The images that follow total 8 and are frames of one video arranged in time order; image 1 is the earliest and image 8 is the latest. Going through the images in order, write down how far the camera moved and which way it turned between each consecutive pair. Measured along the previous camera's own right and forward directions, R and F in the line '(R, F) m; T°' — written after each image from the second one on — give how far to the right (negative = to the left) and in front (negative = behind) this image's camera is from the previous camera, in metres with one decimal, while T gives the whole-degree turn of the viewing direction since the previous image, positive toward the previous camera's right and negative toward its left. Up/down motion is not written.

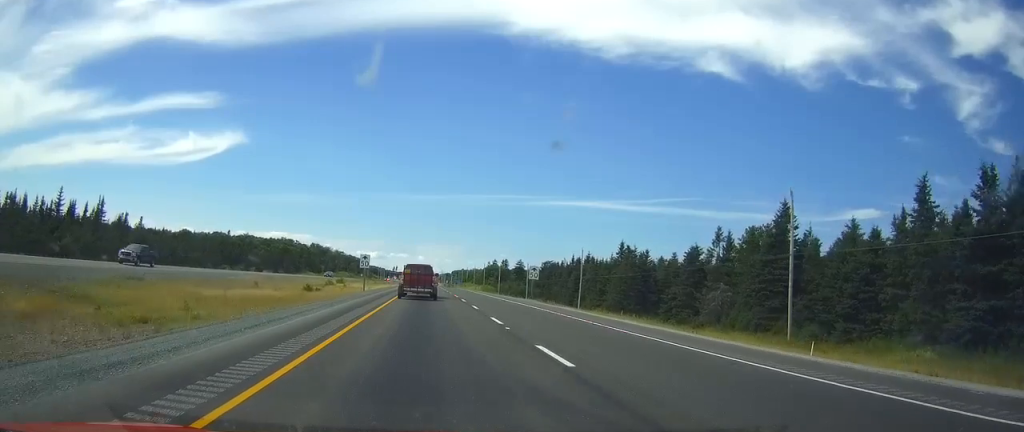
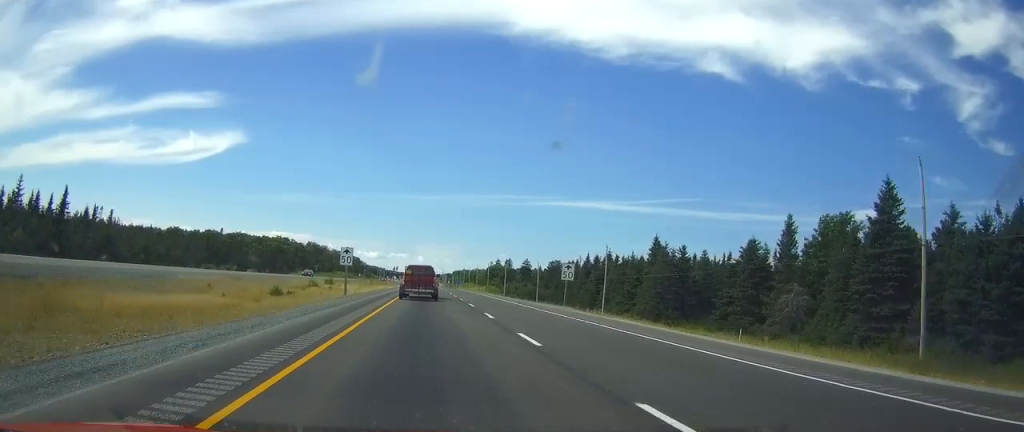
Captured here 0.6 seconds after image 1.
(-0.1, +14.8) m; 0°
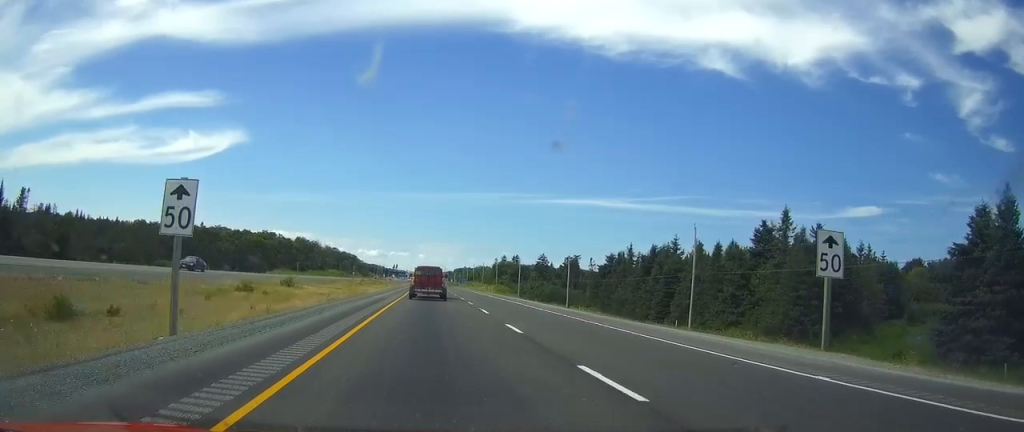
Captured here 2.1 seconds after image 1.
(+0.3, +32.9) m; +1°
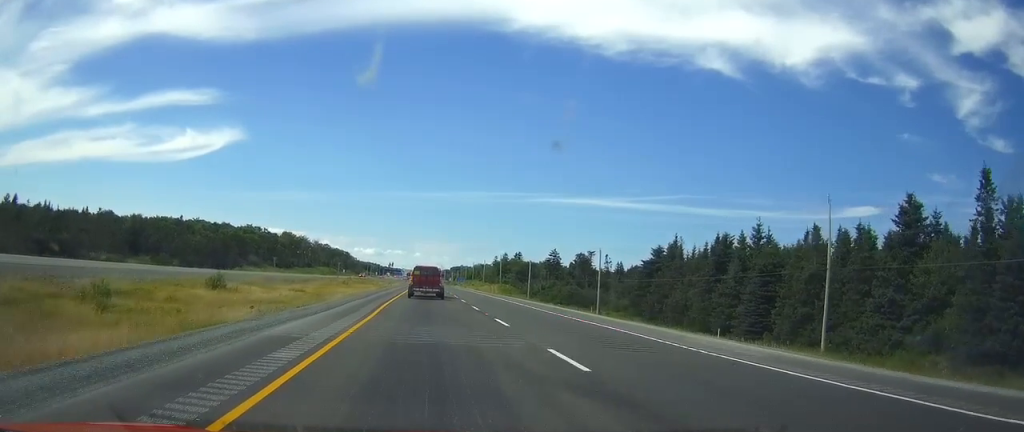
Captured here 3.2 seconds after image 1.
(-0.2, +24.6) m; 0°
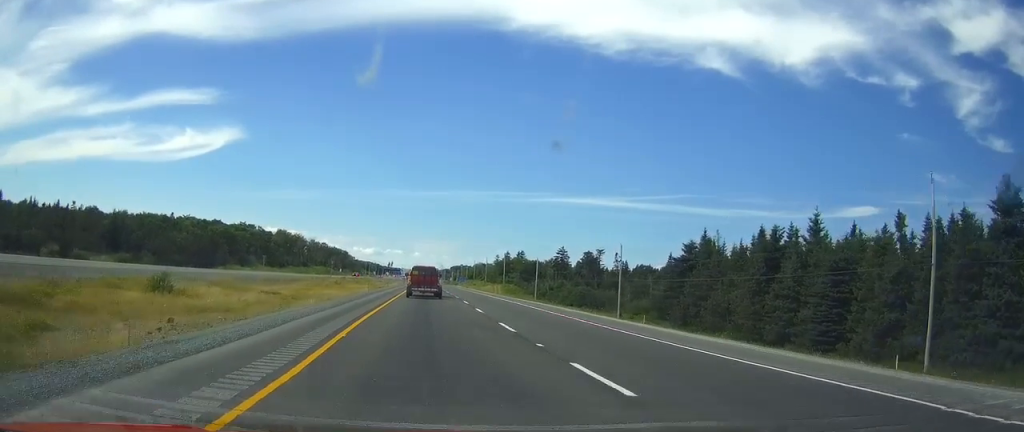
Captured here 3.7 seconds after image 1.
(0.0, +11.0) m; 0°
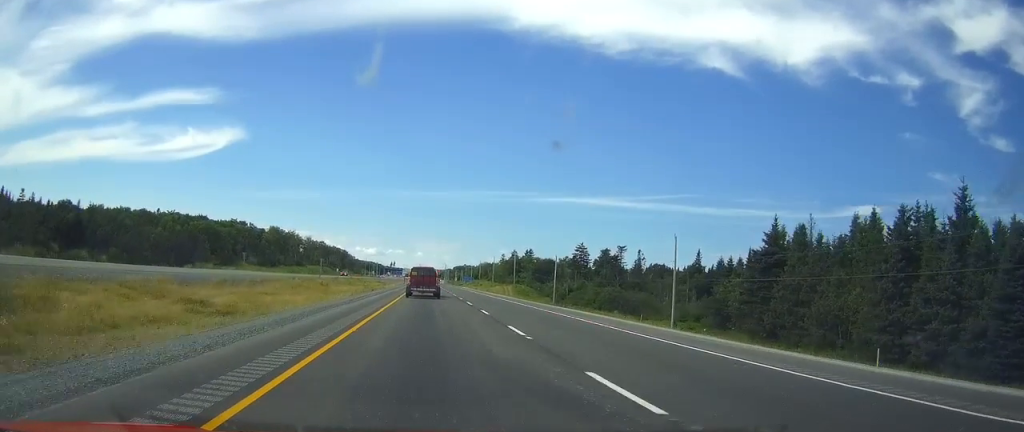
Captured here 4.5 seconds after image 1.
(0.0, +19.1) m; 0°
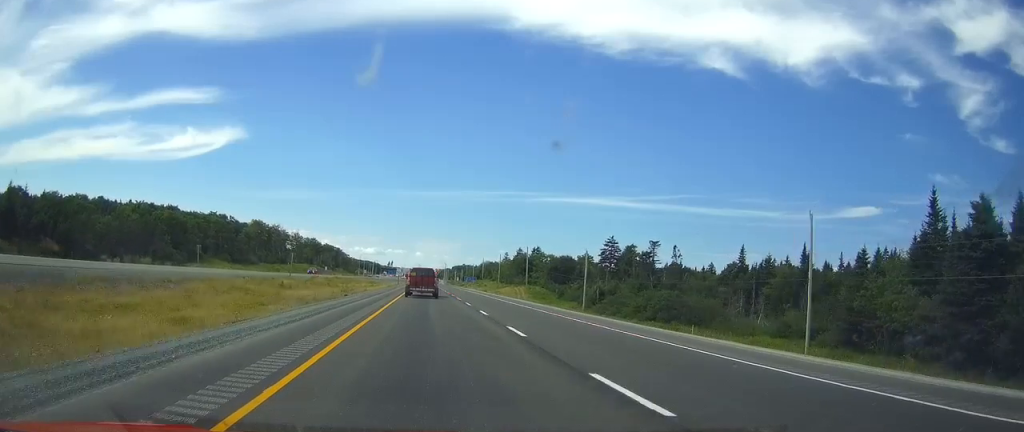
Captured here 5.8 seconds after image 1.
(0.0, +27.1) m; 0°
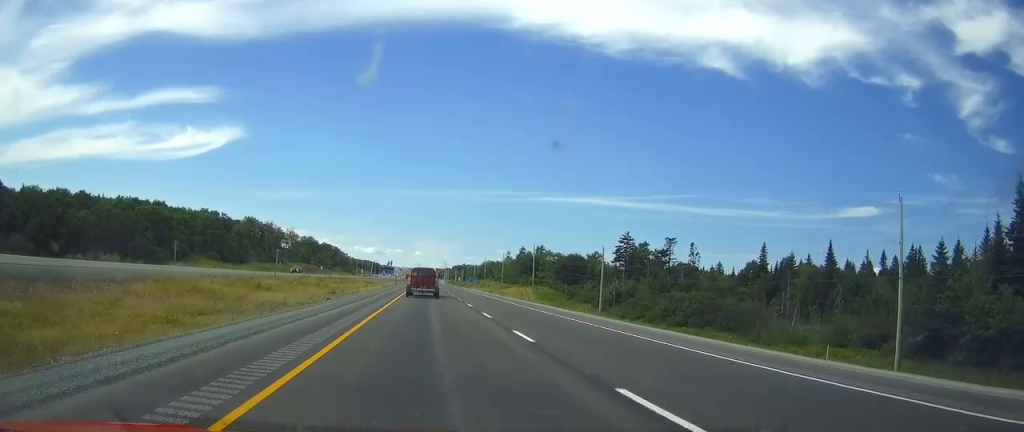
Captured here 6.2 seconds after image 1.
(0.0, +10.3) m; 0°
